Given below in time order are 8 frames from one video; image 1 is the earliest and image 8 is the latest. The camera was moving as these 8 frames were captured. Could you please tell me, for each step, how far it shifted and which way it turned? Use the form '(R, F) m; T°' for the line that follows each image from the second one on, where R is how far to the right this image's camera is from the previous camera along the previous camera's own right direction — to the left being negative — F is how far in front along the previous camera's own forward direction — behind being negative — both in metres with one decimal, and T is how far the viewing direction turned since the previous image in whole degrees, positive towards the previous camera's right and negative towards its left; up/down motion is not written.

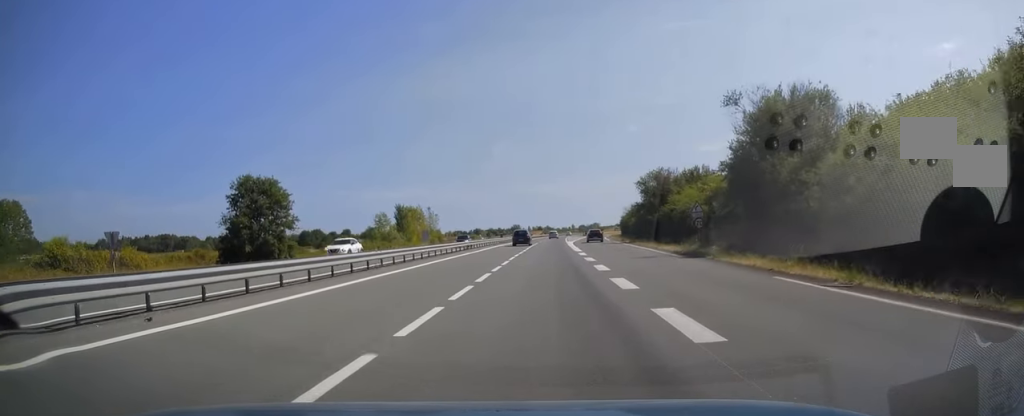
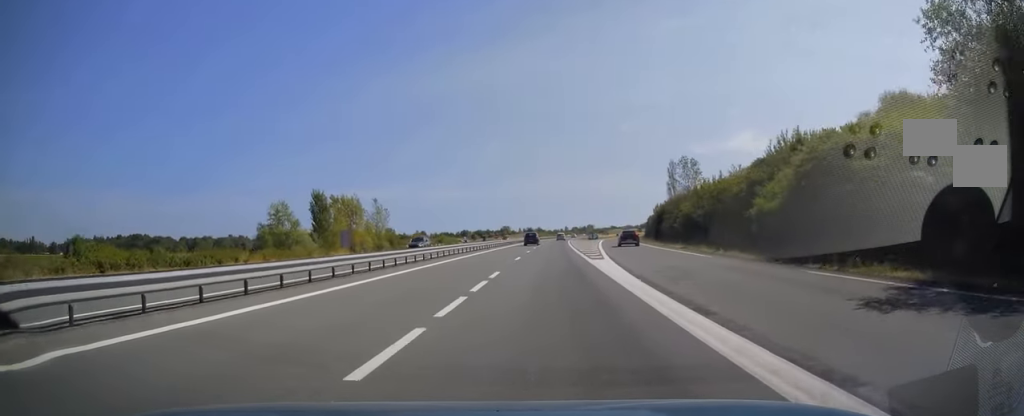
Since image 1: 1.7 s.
(+0.4, +50.2) m; +1°
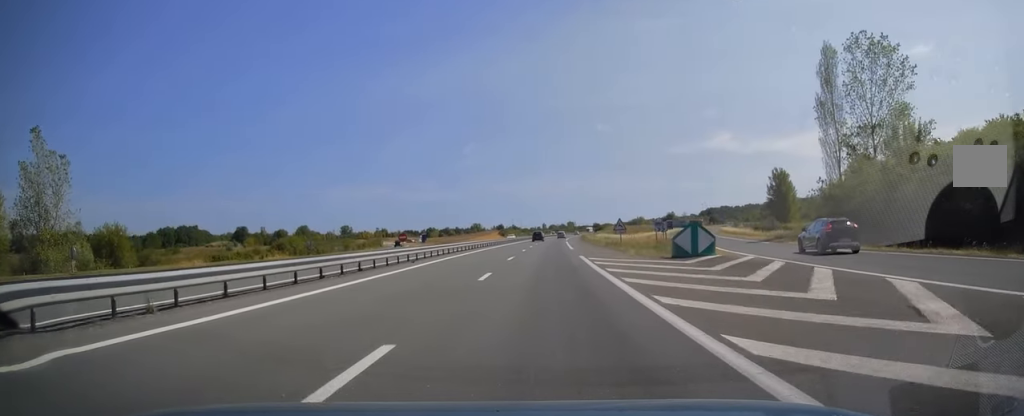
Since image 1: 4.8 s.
(+0.9, +92.8) m; +2°
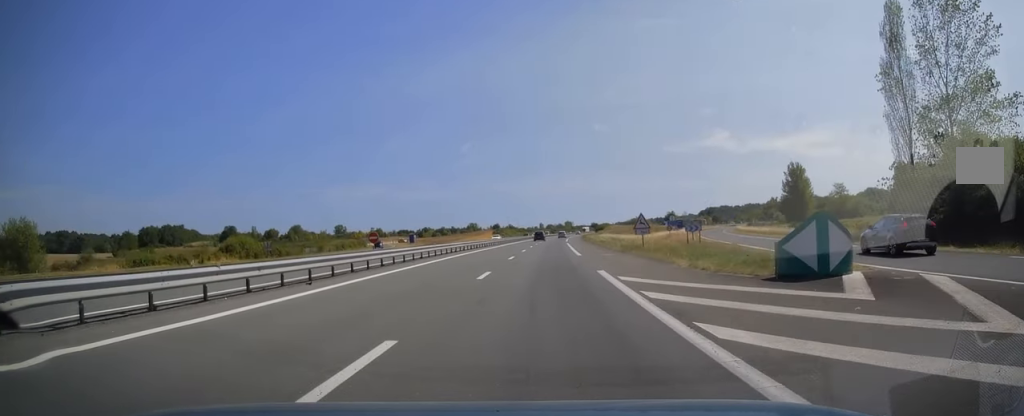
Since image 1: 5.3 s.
(+0.2, +12.8) m; 0°
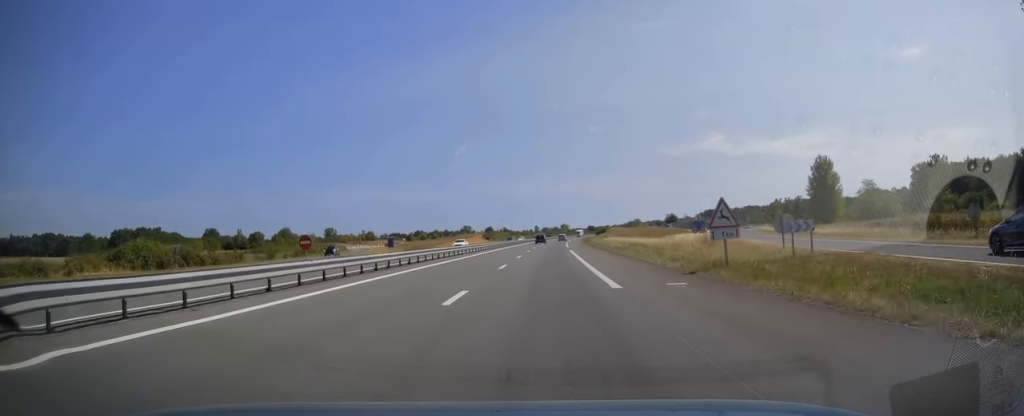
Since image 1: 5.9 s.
(+0.1, +18.7) m; +1°
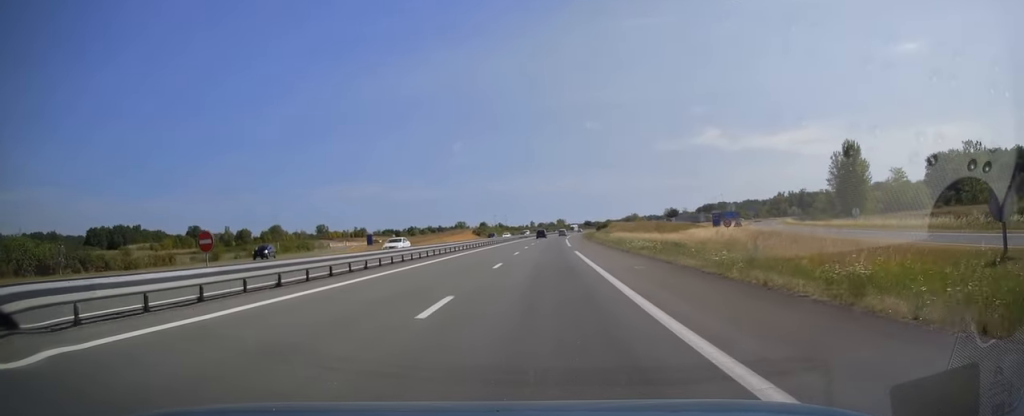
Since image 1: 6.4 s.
(-0.1, +15.3) m; +1°
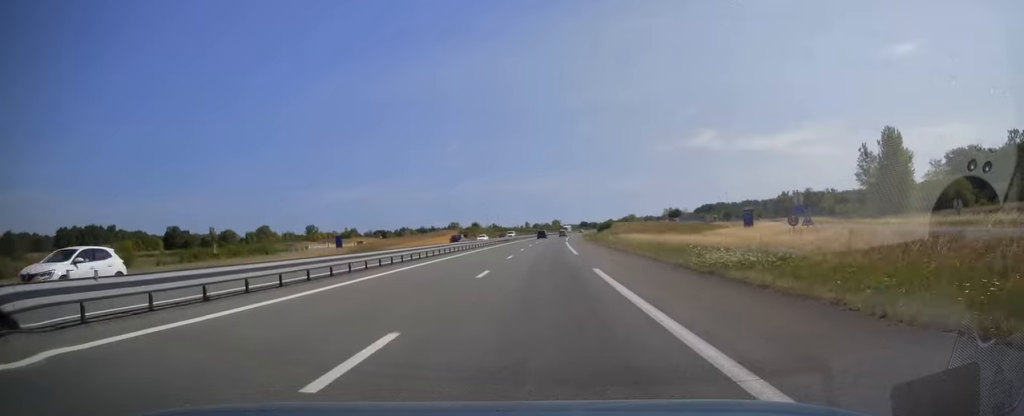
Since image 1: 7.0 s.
(+0.2, +17.8) m; 0°
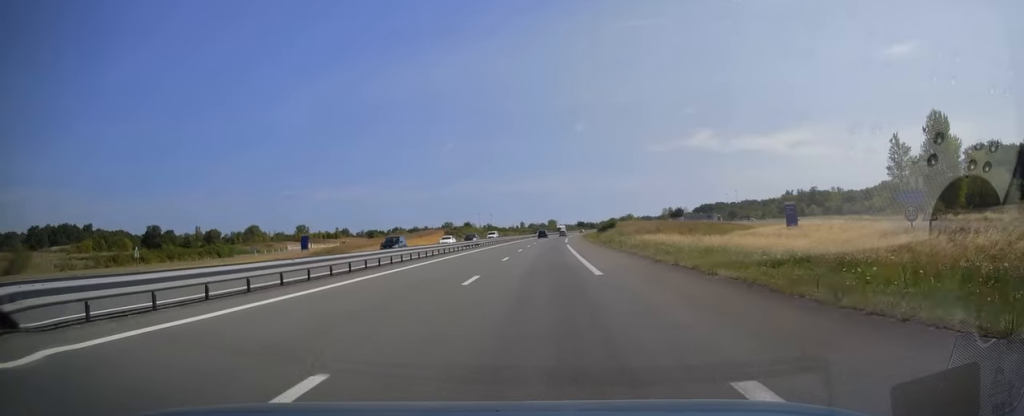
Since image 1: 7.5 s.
(+0.2, +15.8) m; 0°
